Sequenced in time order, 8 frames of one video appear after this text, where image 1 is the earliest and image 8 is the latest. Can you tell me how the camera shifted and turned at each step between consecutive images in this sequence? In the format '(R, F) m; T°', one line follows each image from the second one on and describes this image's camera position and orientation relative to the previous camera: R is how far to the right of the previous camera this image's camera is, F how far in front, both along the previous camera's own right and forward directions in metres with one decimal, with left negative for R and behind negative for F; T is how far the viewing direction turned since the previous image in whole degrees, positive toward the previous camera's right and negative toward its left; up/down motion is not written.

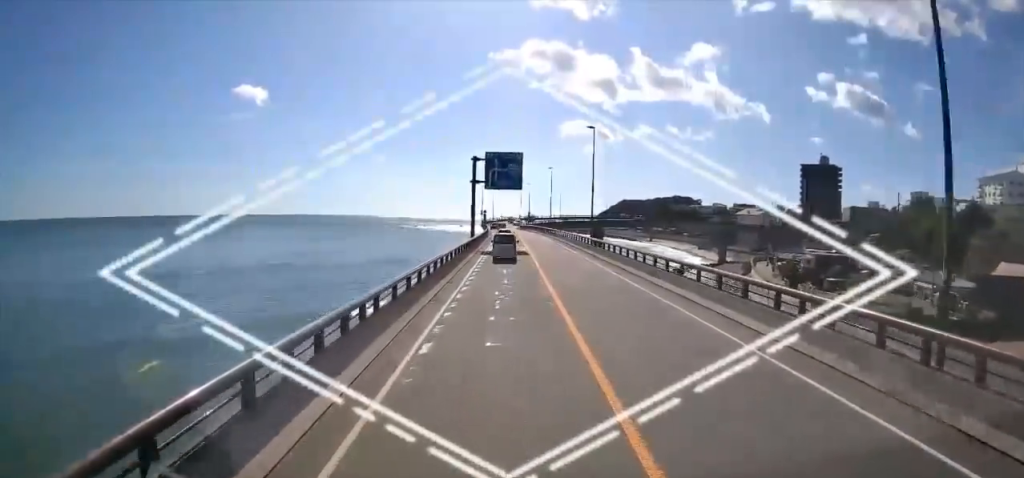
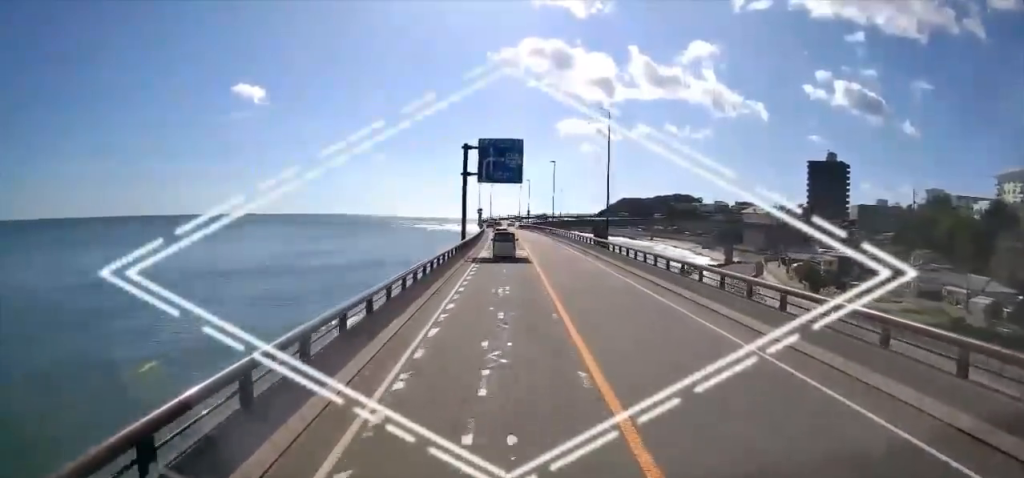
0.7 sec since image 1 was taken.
(+0.4, +8.5) m; 0°
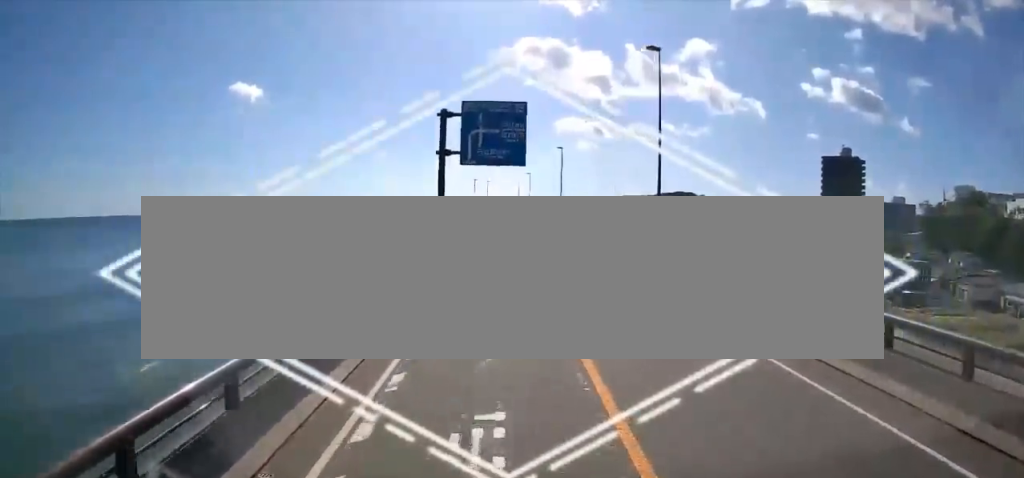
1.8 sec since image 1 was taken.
(-0.5, +14.3) m; +1°
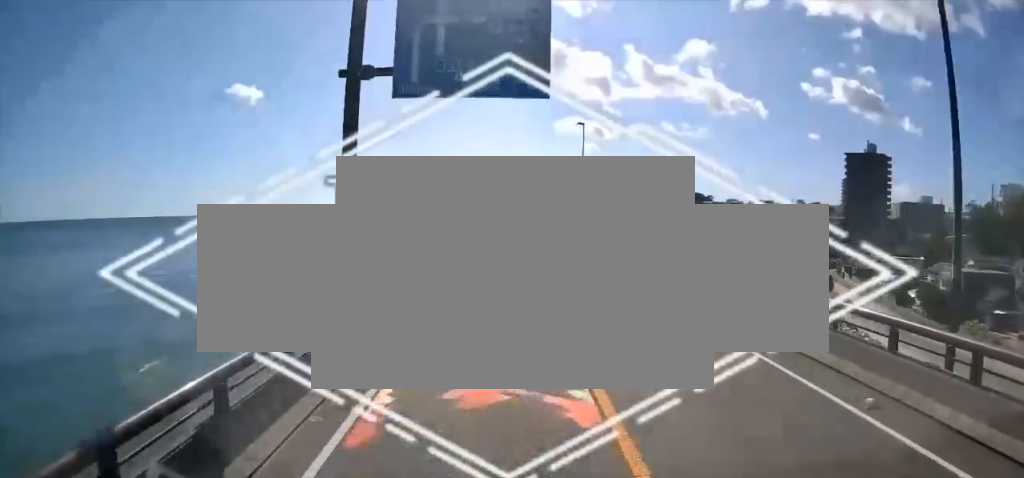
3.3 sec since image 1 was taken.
(+0.8, +18.2) m; 0°
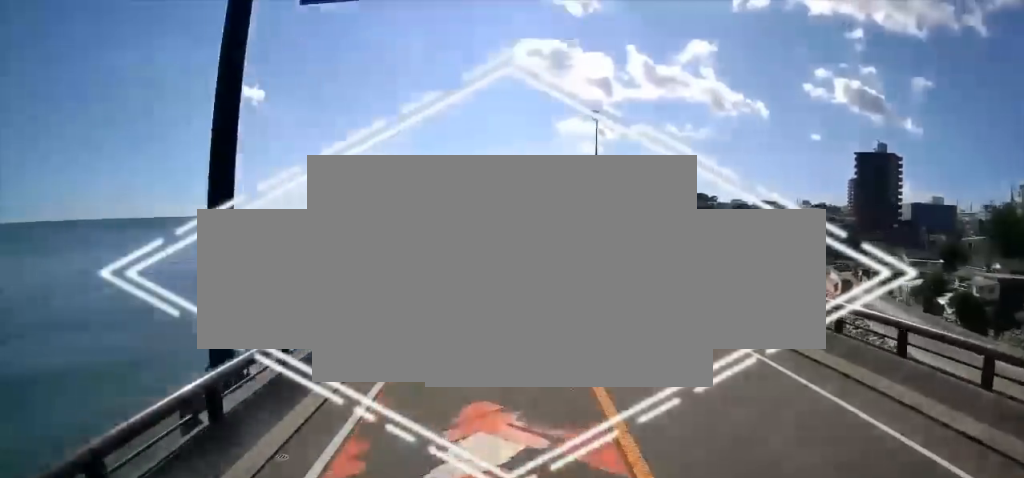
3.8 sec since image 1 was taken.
(0.0, +6.2) m; -1°
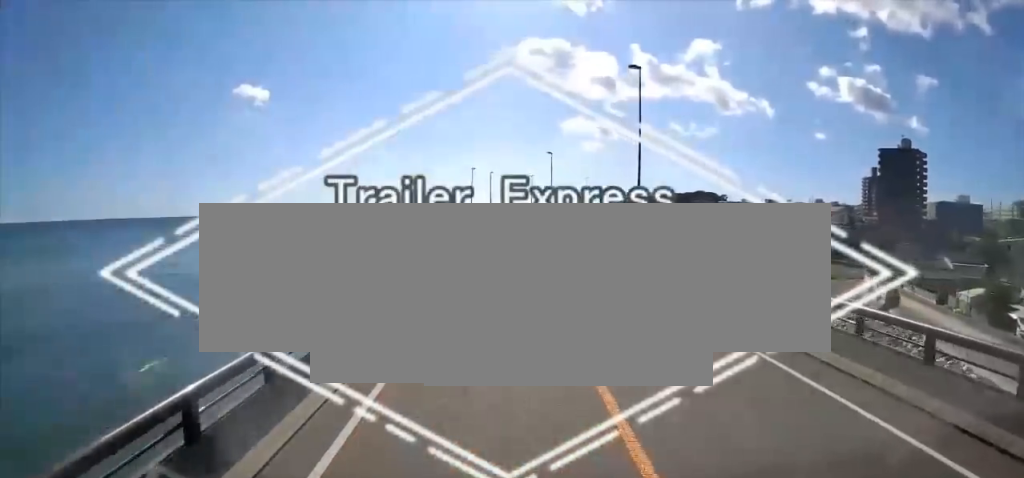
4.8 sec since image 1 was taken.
(-0.5, +12.7) m; 0°
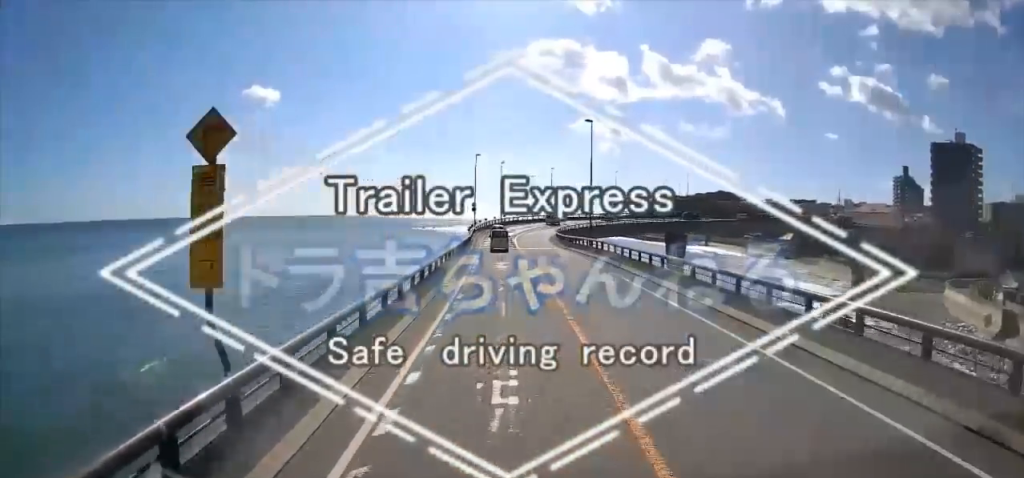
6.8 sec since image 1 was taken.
(-0.3, +24.5) m; -3°
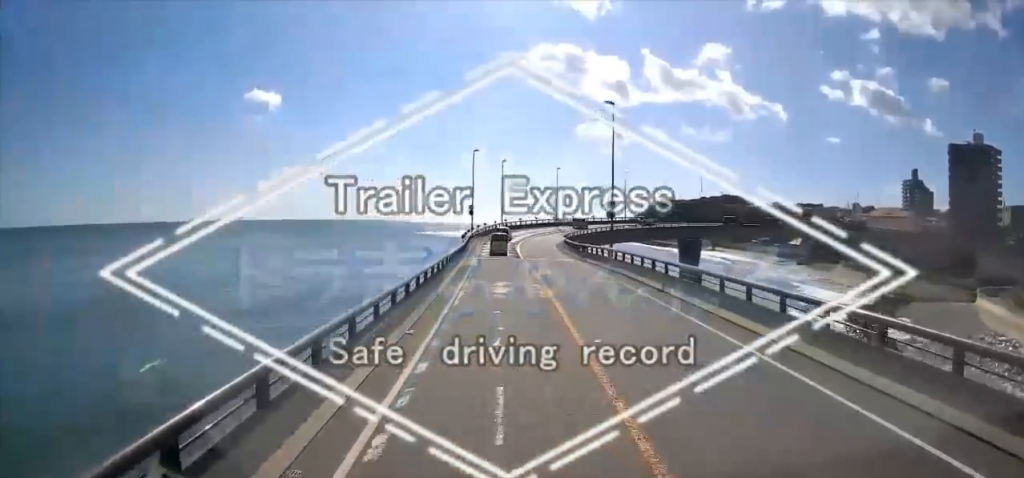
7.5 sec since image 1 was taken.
(-0.1, +8.9) m; +3°
